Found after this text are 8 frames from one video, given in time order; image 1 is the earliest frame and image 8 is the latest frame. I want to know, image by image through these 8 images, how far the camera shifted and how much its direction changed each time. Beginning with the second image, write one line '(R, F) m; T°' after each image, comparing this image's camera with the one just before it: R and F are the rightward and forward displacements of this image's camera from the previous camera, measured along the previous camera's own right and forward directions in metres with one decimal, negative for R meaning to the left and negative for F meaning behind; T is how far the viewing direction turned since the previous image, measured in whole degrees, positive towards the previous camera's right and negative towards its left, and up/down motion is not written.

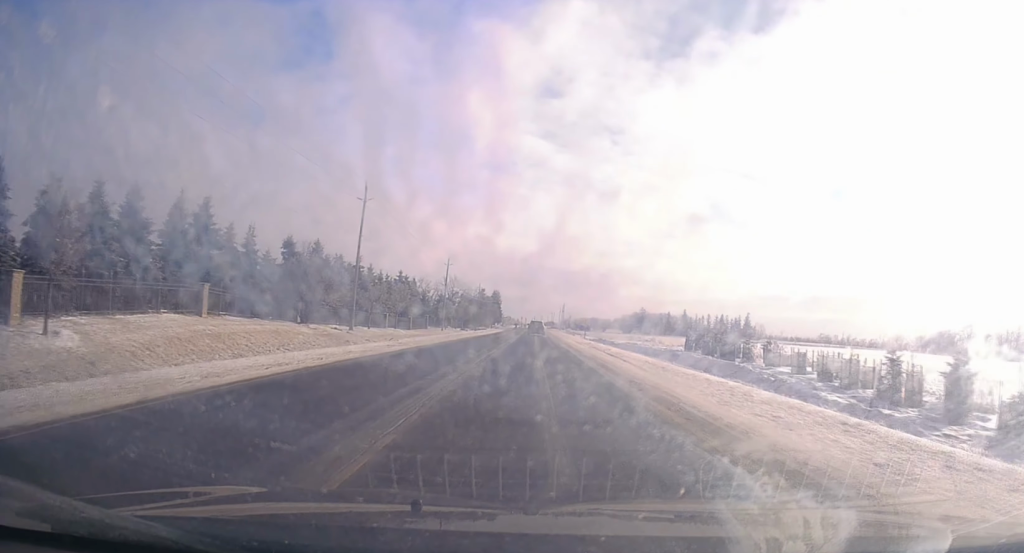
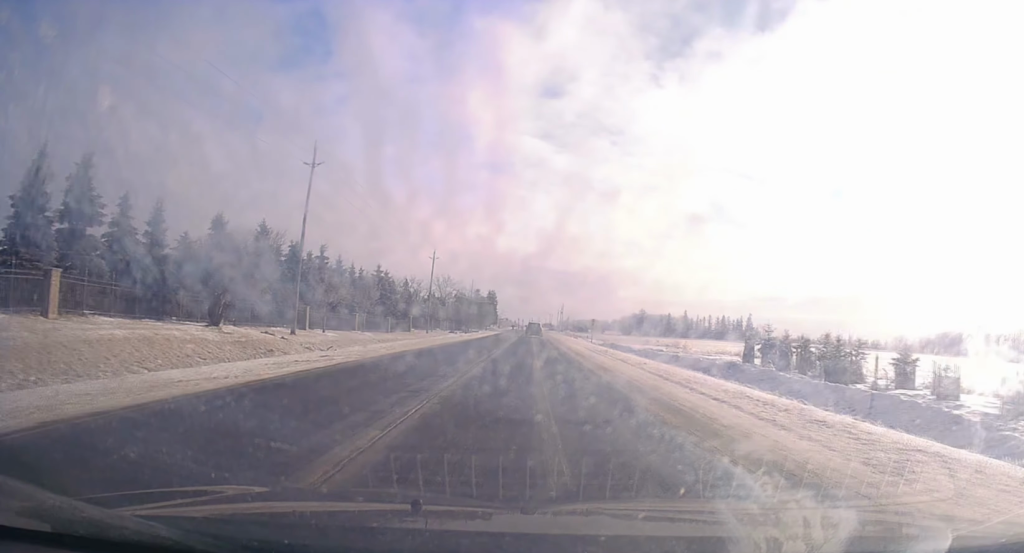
(+0.1, +12.4) m; 0°
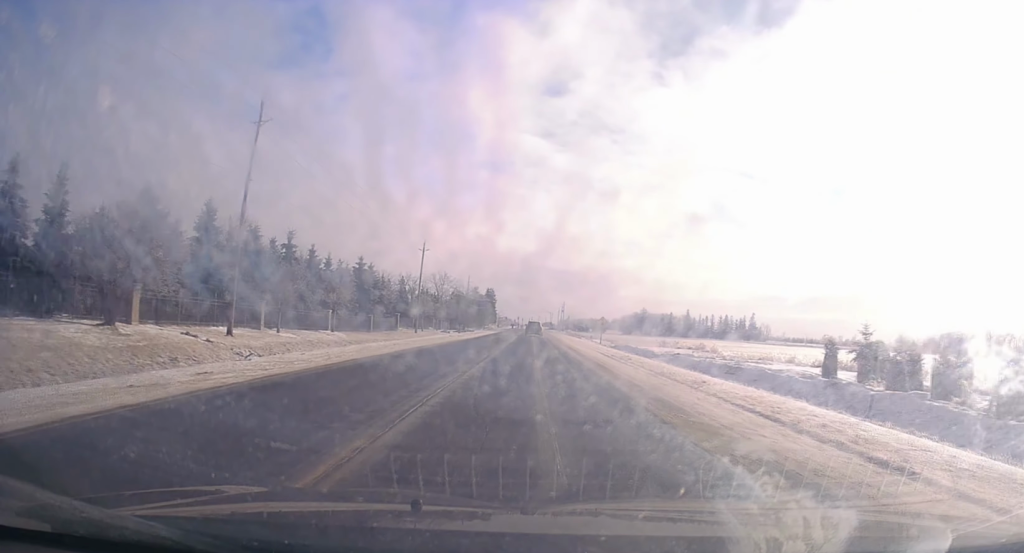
(0.0, +9.7) m; 0°
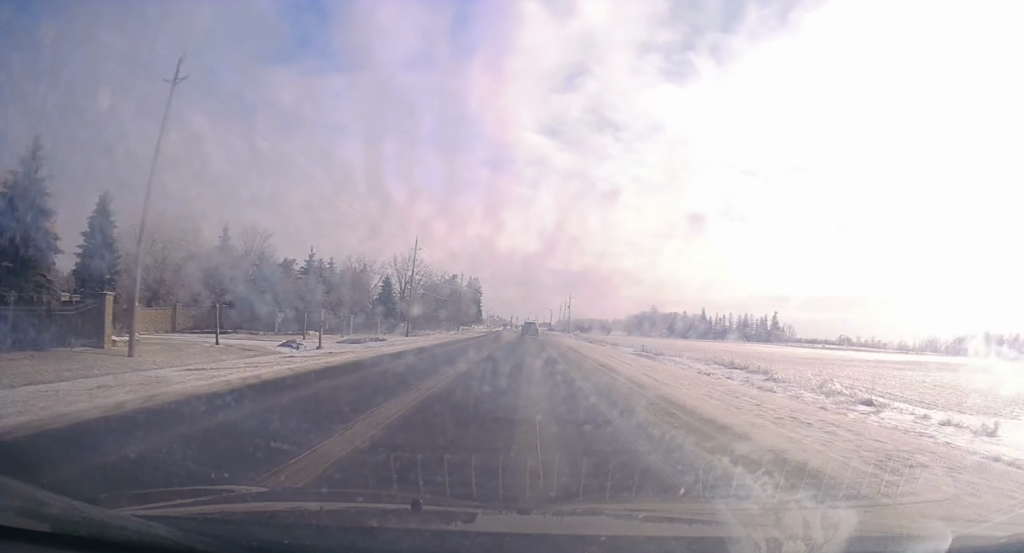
(0.0, +62.3) m; 0°
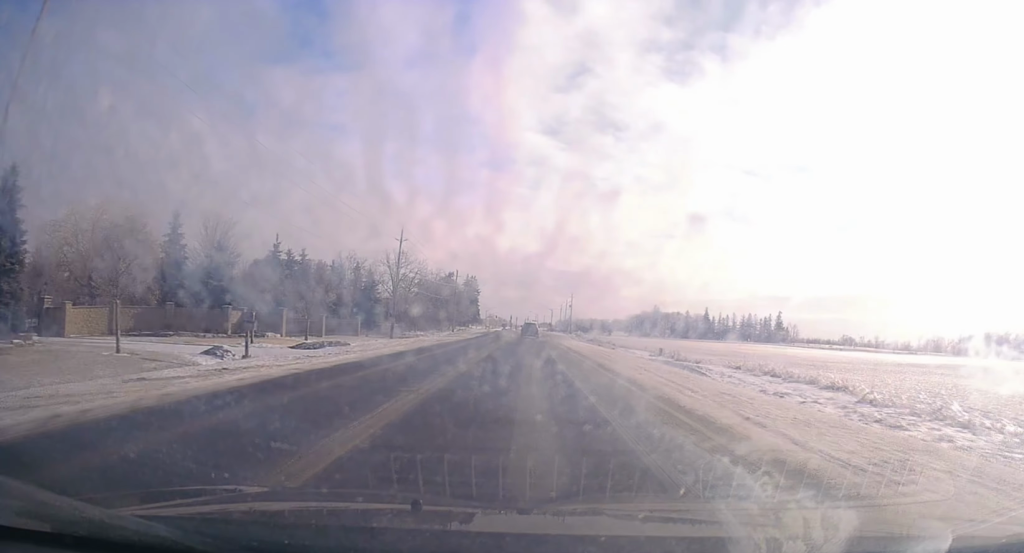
(0.0, +9.6) m; 0°
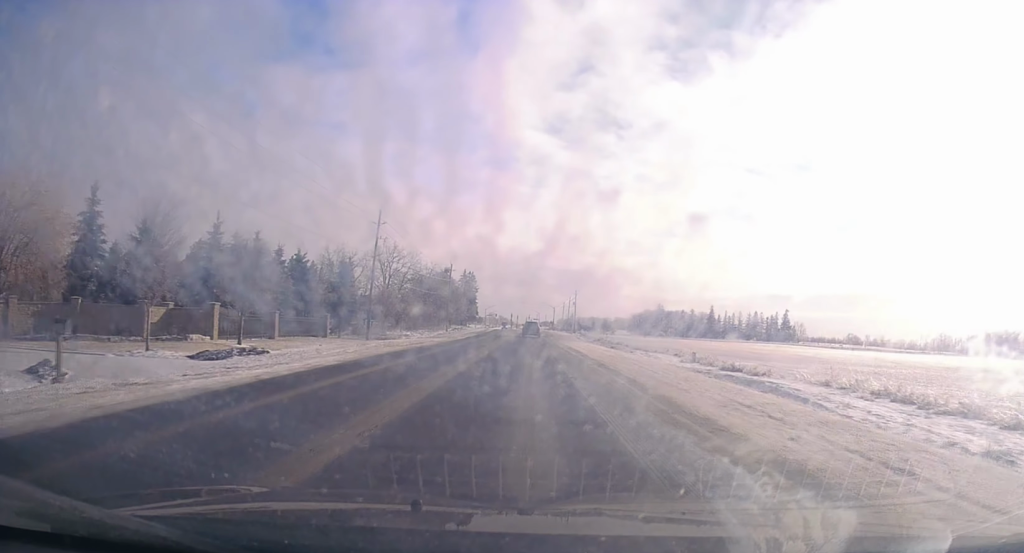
(0.0, +10.9) m; +1°
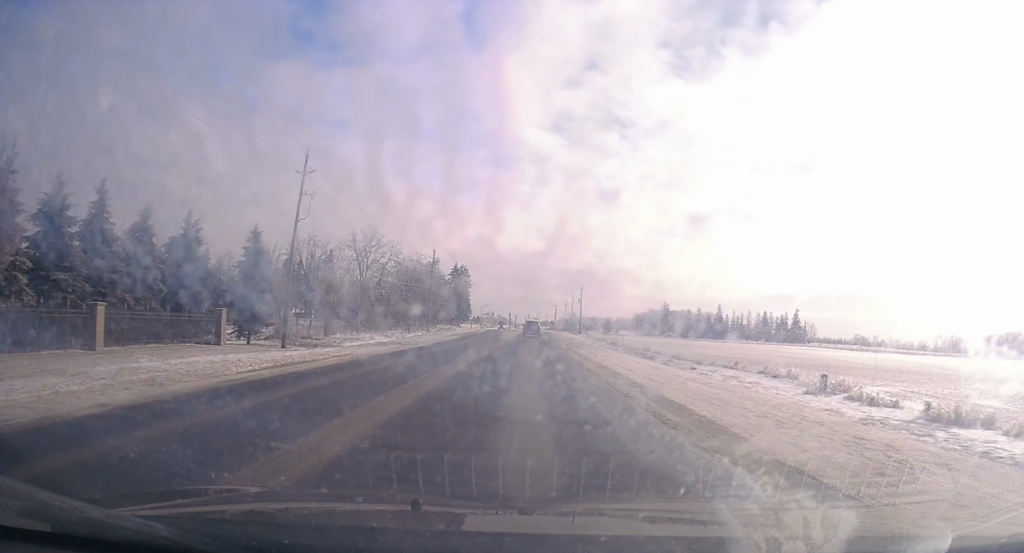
(+0.2, +21.7) m; +1°
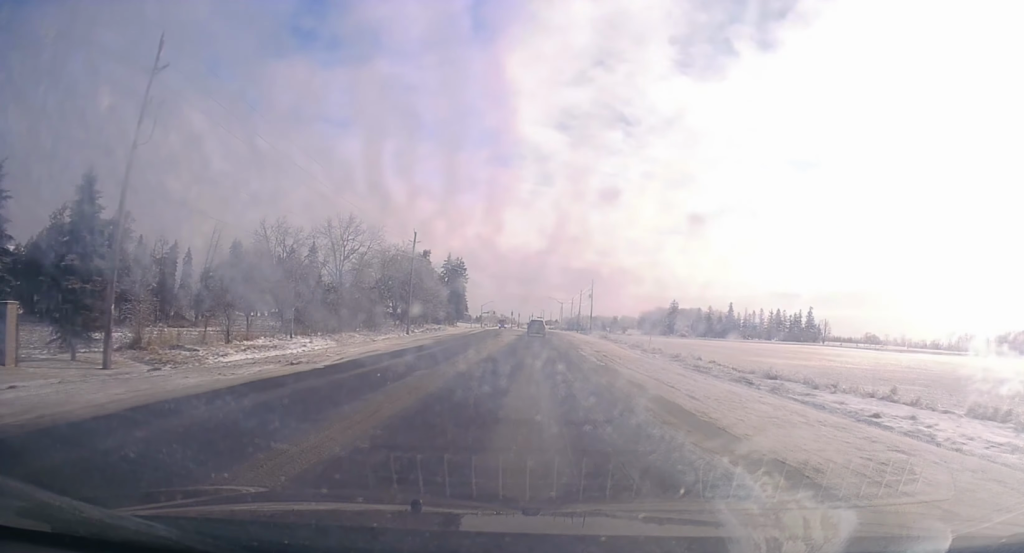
(+0.3, +18.7) m; 0°
